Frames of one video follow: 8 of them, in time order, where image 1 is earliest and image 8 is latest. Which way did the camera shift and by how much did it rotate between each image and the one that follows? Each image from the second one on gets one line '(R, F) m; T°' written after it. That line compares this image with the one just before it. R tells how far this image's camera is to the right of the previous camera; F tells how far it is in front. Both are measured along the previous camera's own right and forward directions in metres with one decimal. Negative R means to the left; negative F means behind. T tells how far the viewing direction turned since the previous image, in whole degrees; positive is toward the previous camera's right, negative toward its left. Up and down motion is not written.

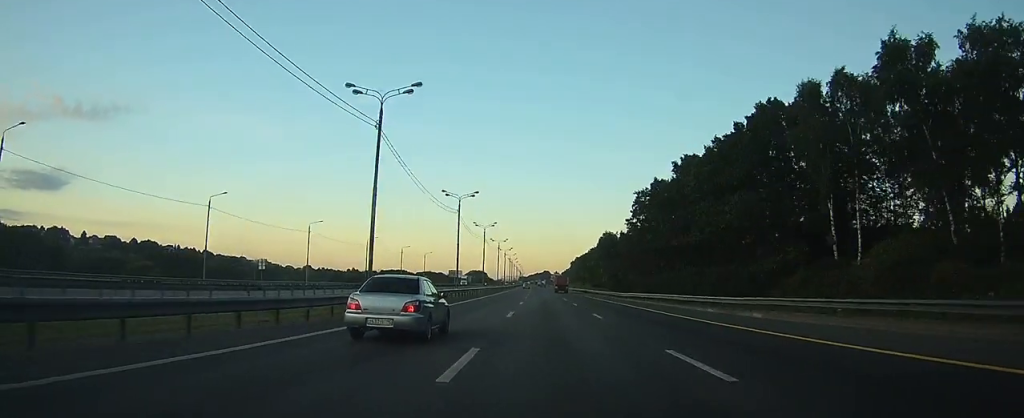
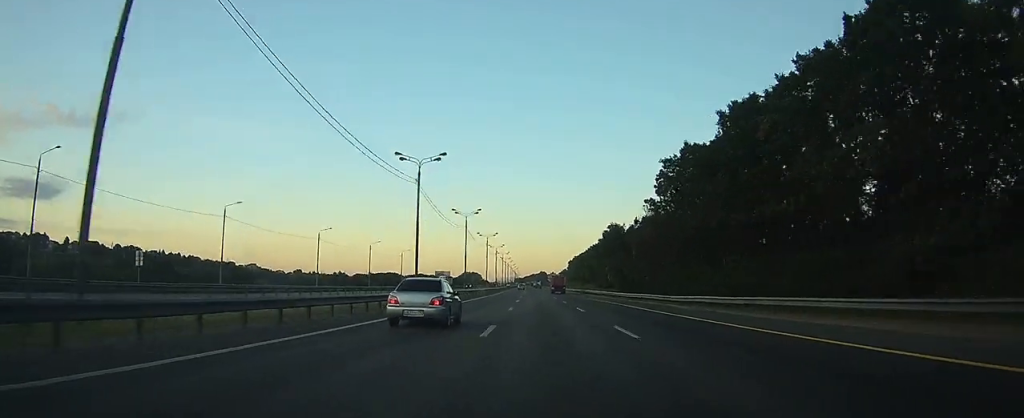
(-0.1, +25.3) m; 0°
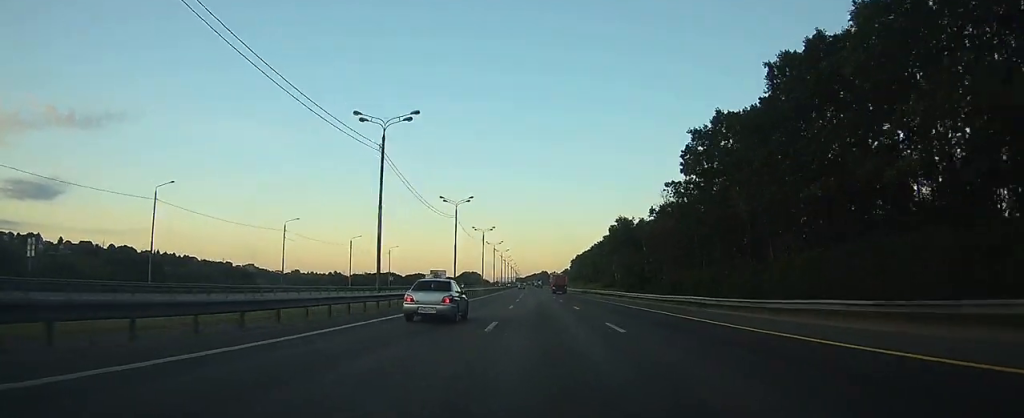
(0.0, +14.1) m; 0°
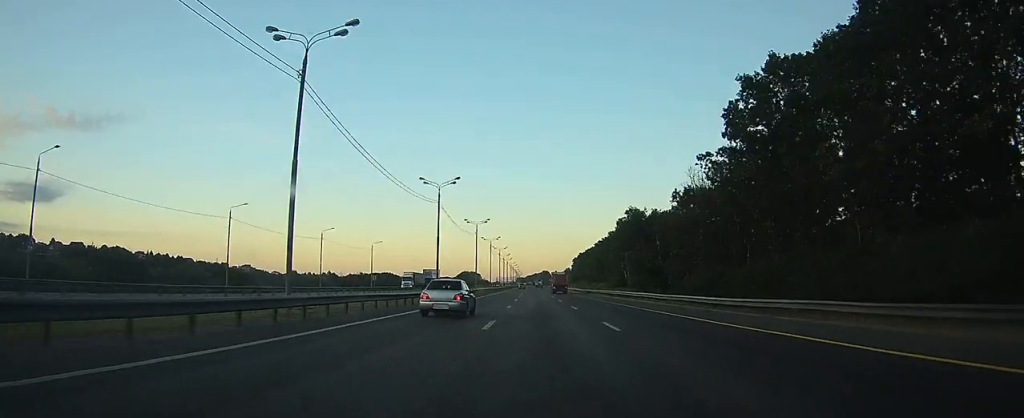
(0.0, +16.0) m; 0°
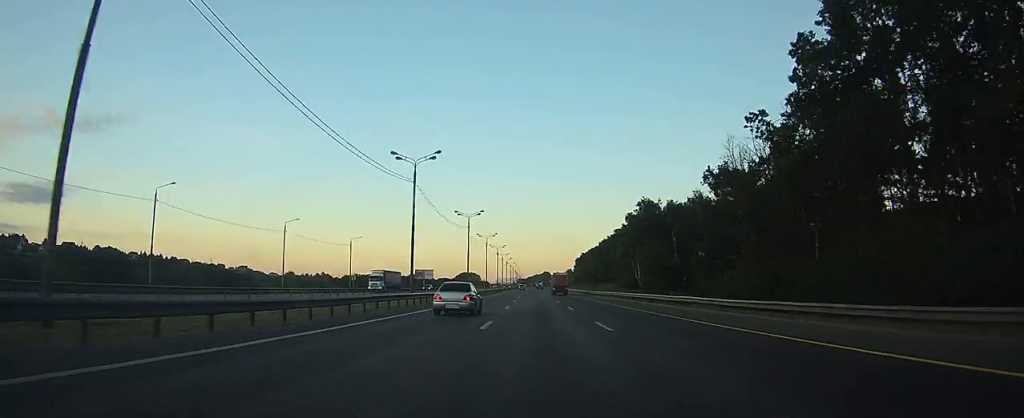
(0.0, +15.1) m; 0°
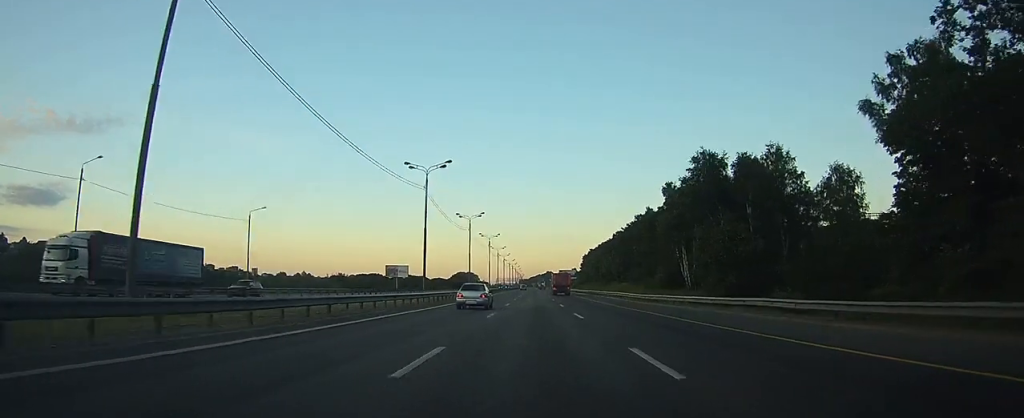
(-0.2, +41.6) m; -1°
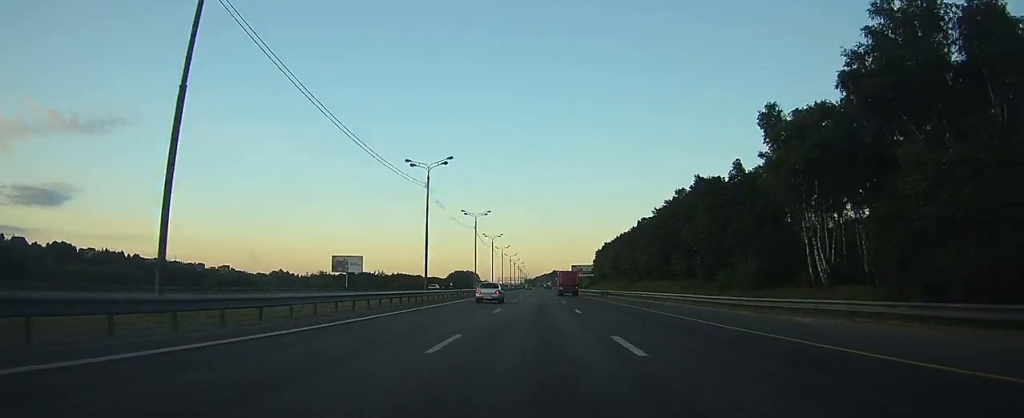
(-0.1, +45.6) m; 0°
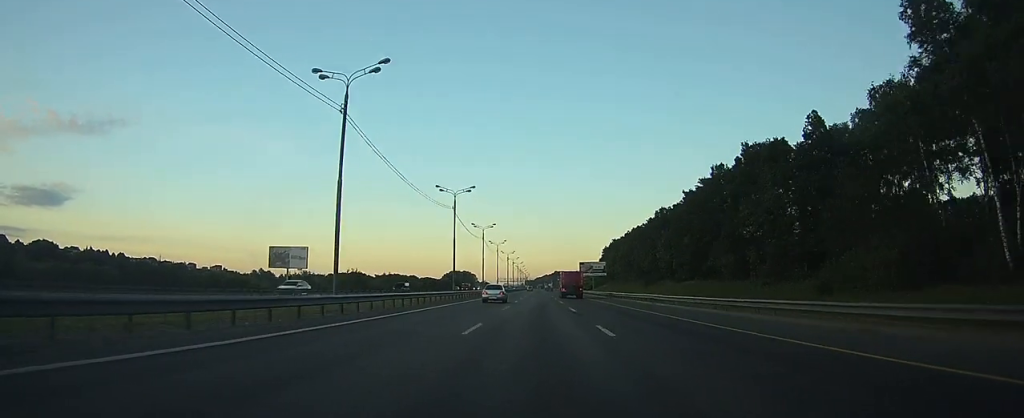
(0.0, +27.5) m; 0°
